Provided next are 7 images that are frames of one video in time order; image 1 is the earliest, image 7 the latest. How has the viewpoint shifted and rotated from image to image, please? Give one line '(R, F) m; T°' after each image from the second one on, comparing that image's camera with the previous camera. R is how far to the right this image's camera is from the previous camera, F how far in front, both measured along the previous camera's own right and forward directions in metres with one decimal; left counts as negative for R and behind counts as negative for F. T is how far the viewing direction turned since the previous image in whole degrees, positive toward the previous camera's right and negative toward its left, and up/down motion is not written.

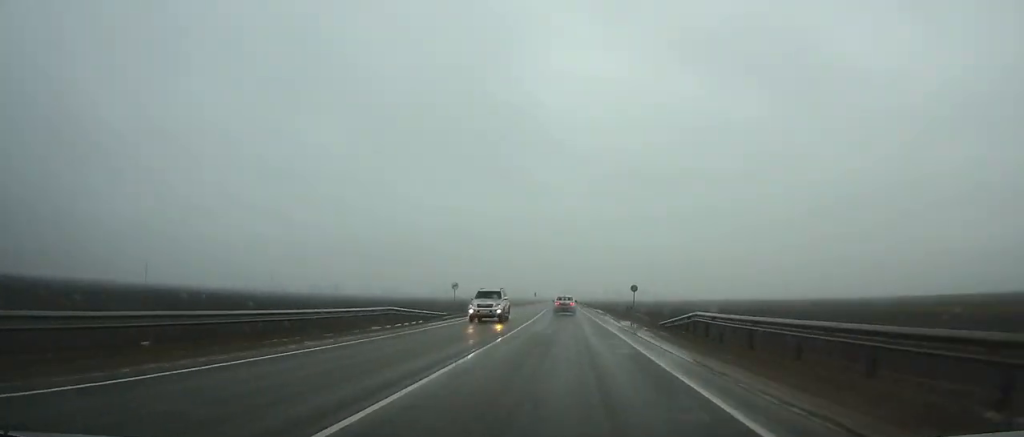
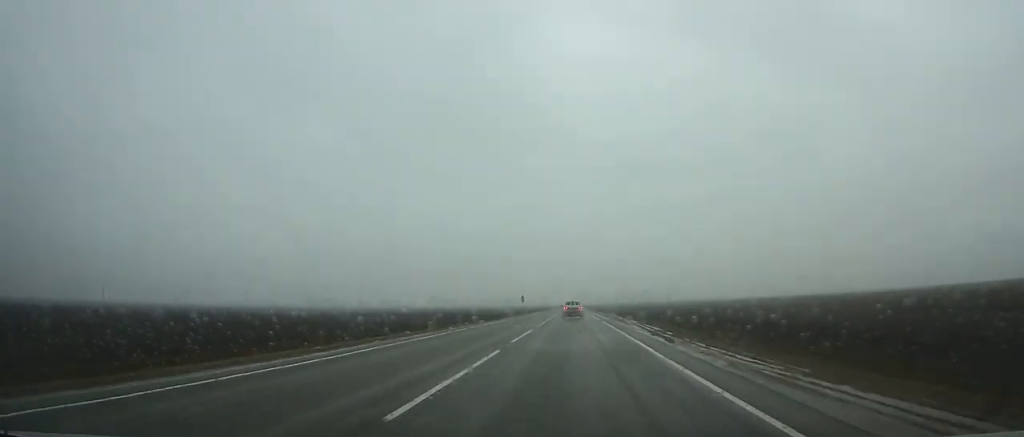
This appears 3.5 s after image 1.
(-1.1, +79.5) m; -1°
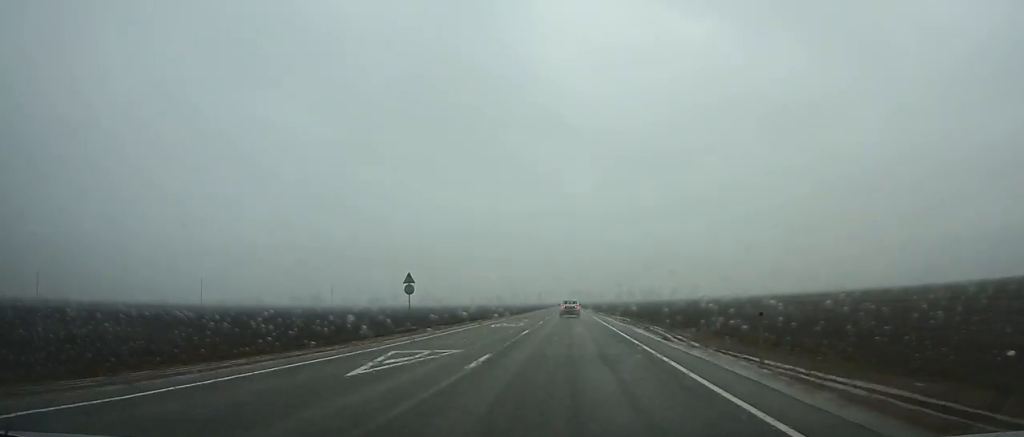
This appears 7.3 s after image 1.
(+0.2, +87.1) m; 0°
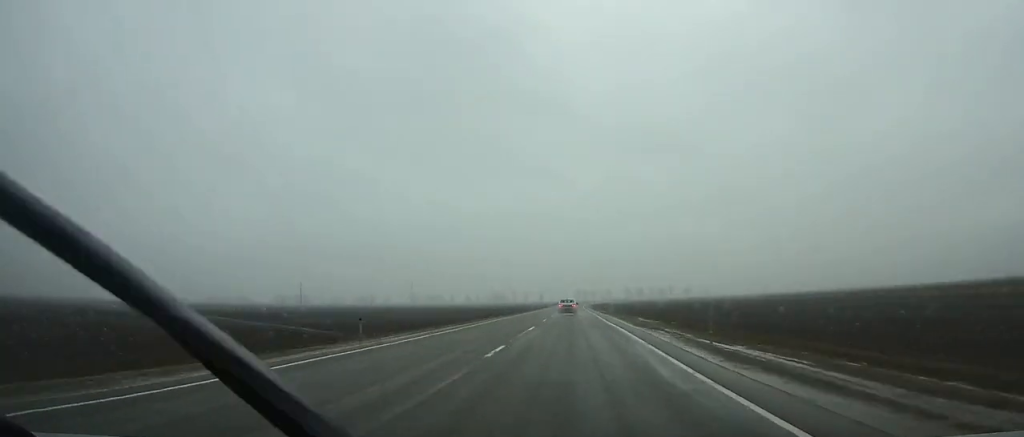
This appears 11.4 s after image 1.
(-0.3, +95.0) m; 0°
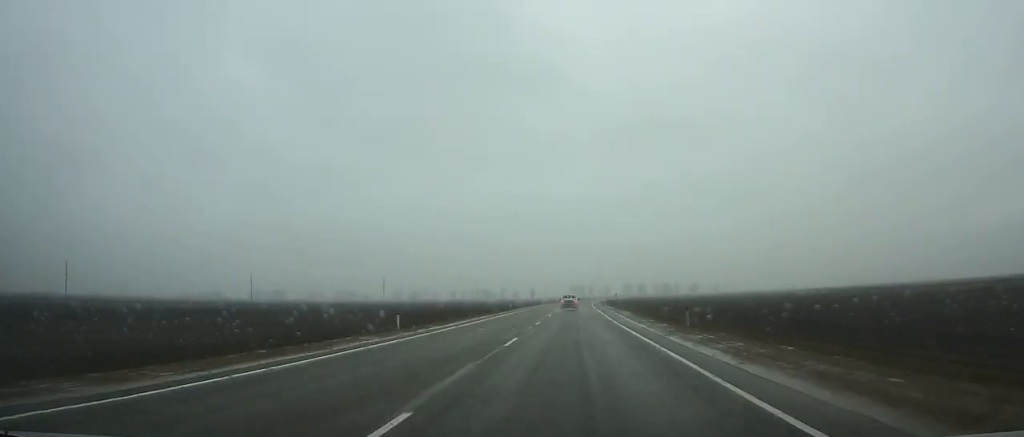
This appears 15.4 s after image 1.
(+0.4, +93.4) m; +1°
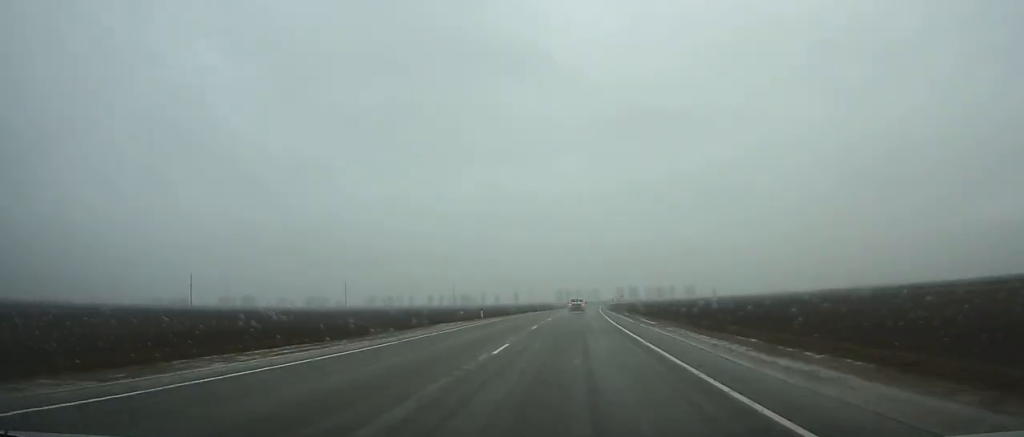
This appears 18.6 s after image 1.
(+0.7, +75.0) m; +2°
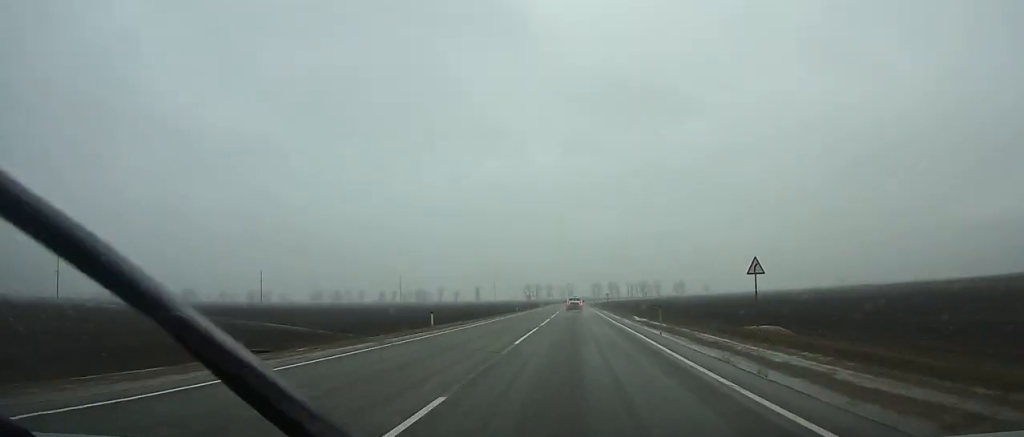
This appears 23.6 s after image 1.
(+2.5, +116.8) m; +2°
